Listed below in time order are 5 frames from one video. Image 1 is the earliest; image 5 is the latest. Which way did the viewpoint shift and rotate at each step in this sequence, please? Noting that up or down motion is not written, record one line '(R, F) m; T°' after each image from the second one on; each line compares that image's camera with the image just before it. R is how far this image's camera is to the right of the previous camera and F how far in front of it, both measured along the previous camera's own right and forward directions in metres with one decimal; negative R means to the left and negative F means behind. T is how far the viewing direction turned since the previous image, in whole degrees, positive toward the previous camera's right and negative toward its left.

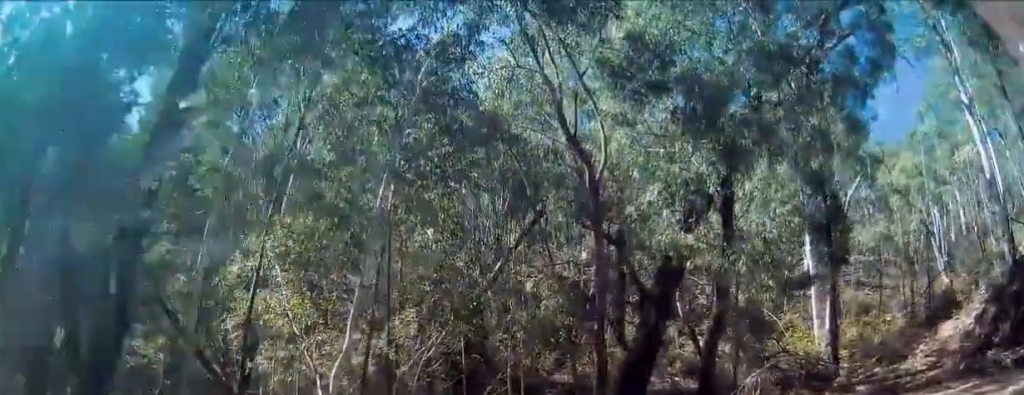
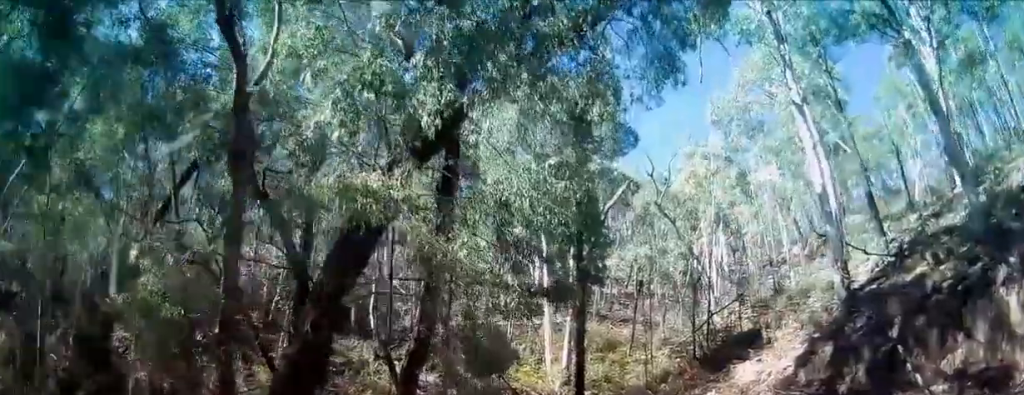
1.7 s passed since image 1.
(+0.7, +5.3) m; +22°
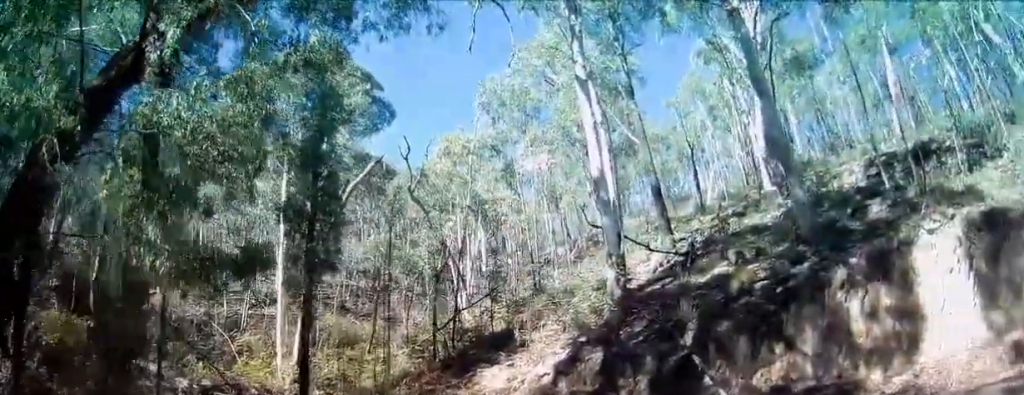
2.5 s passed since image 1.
(+0.3, +2.3) m; +24°
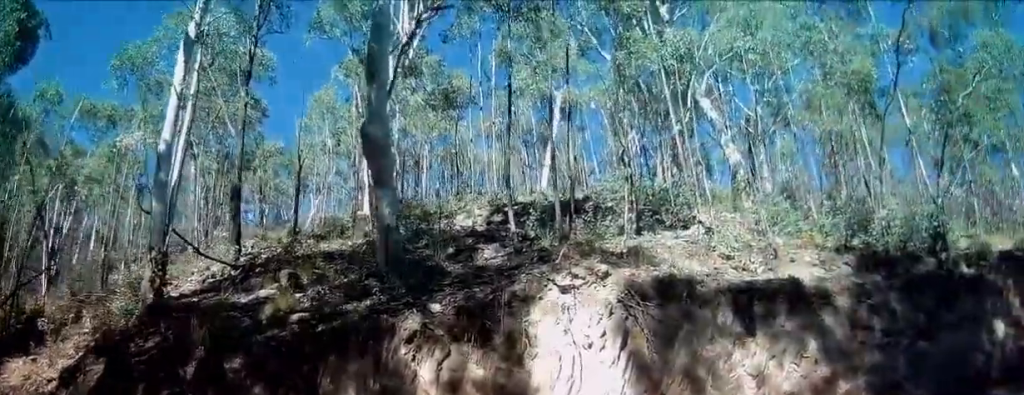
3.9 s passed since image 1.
(+1.1, +2.4) m; +42°
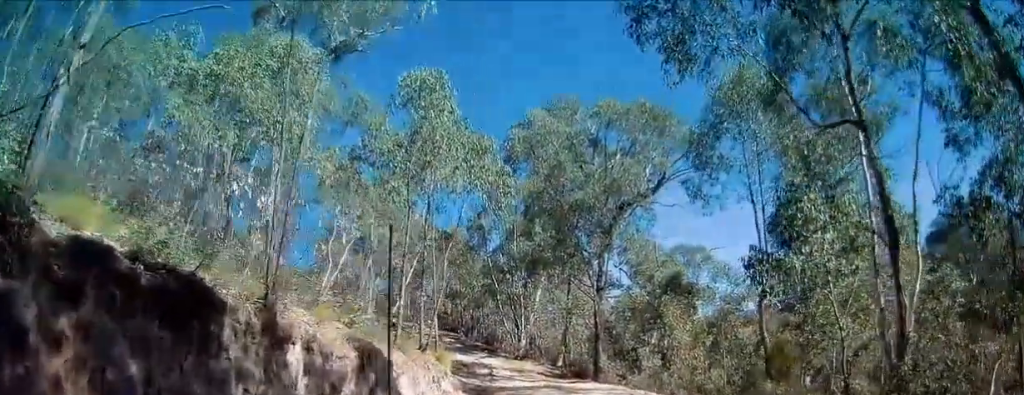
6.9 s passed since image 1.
(+3.5, +5.9) m; +47°
